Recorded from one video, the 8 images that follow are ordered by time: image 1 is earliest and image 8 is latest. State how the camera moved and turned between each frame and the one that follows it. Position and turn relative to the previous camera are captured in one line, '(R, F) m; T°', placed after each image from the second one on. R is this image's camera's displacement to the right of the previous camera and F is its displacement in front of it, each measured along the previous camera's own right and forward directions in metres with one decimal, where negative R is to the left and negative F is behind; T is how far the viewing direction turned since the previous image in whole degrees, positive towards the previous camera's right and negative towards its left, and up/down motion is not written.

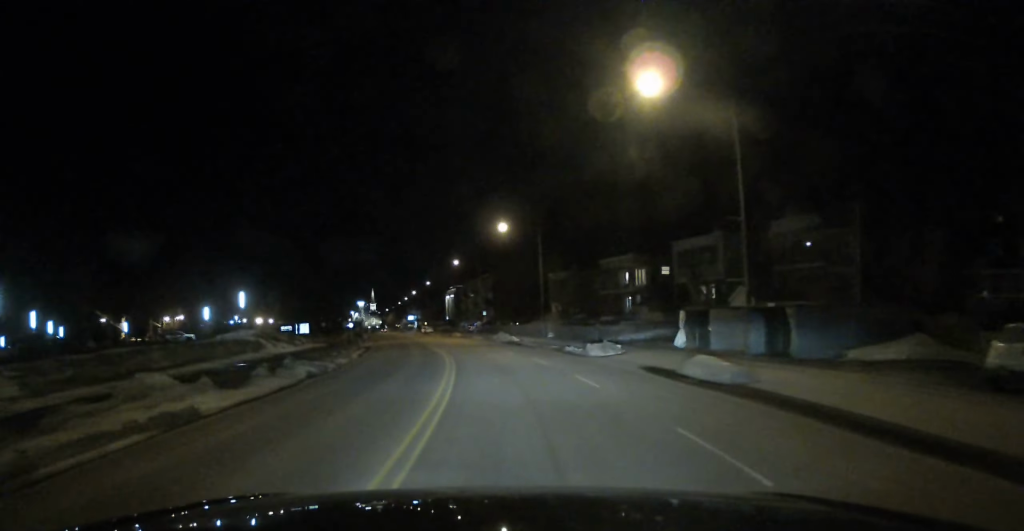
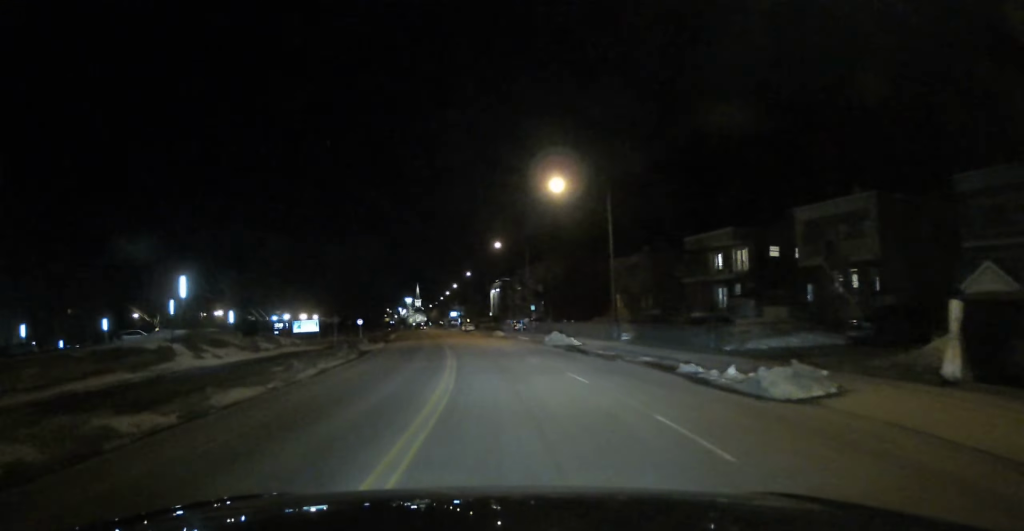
(-0.1, +18.4) m; -4°
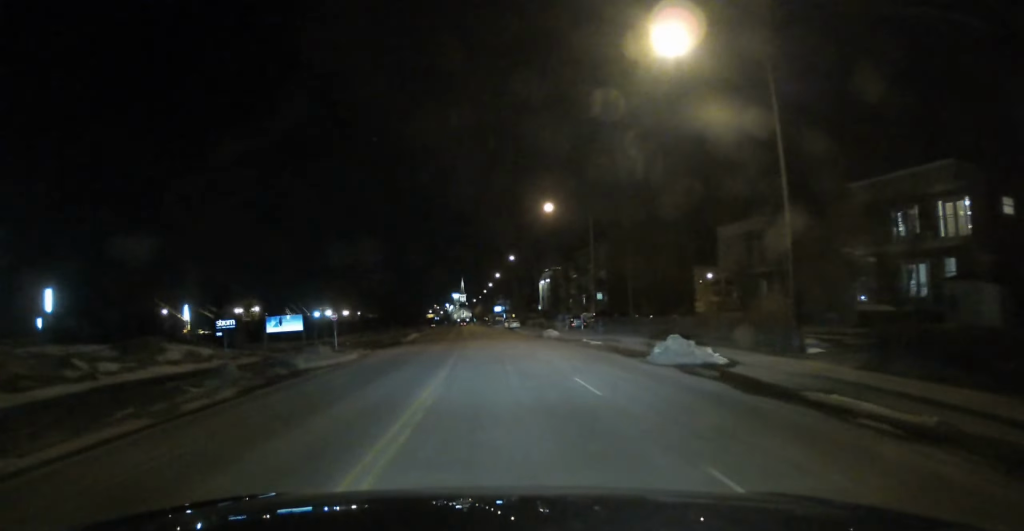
(-1.6, +23.1) m; -4°
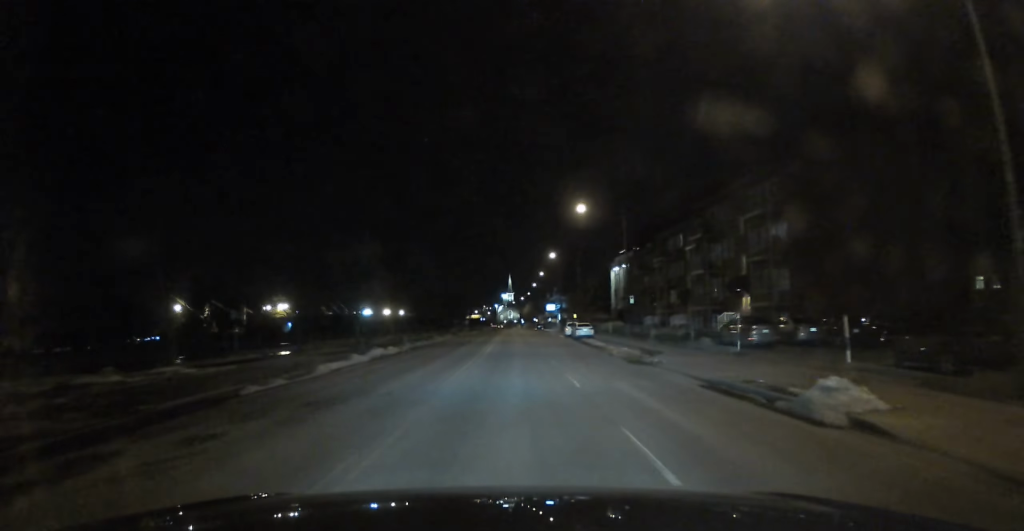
(-2.6, +43.8) m; -5°
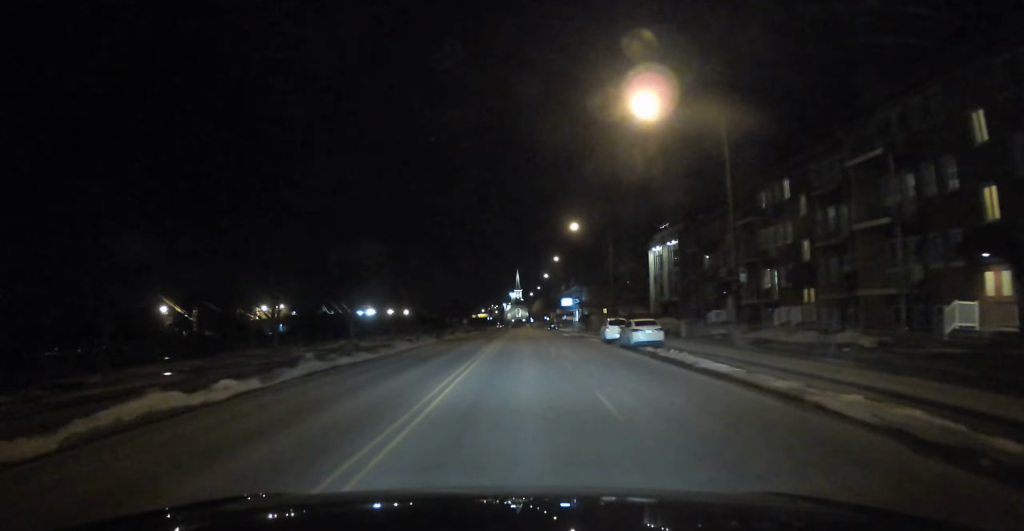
(-0.5, +25.1) m; -1°
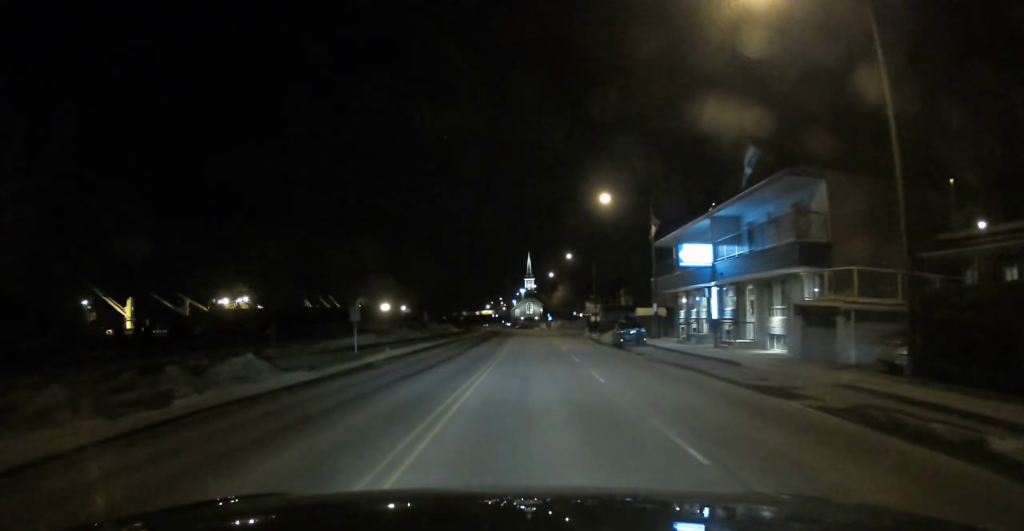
(-1.2, +84.0) m; -1°
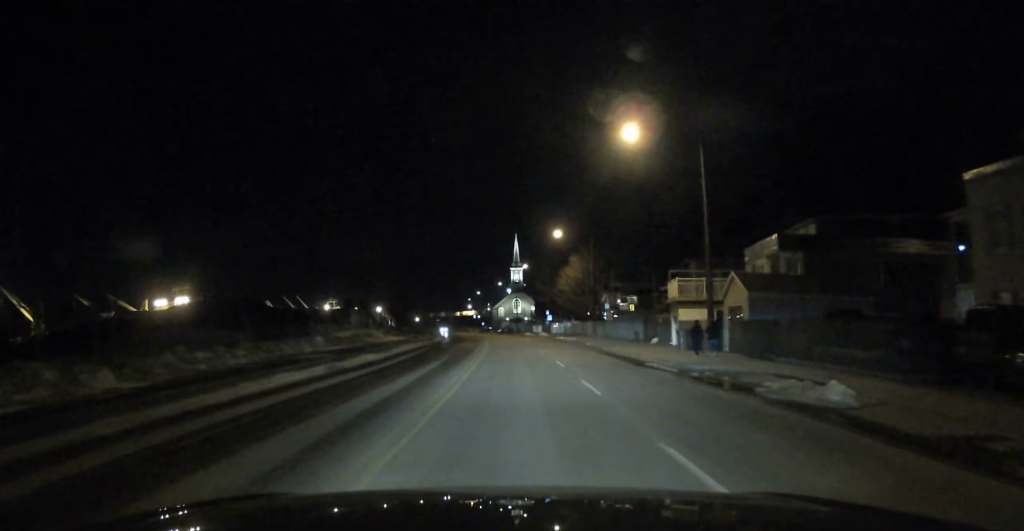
(+0.3, +62.1) m; 0°
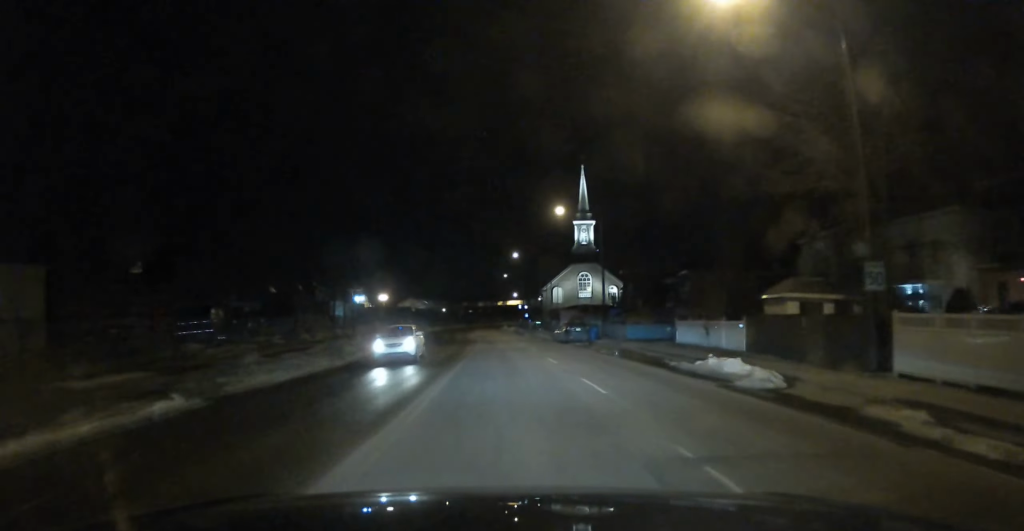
(-2.2, +86.7) m; -4°
